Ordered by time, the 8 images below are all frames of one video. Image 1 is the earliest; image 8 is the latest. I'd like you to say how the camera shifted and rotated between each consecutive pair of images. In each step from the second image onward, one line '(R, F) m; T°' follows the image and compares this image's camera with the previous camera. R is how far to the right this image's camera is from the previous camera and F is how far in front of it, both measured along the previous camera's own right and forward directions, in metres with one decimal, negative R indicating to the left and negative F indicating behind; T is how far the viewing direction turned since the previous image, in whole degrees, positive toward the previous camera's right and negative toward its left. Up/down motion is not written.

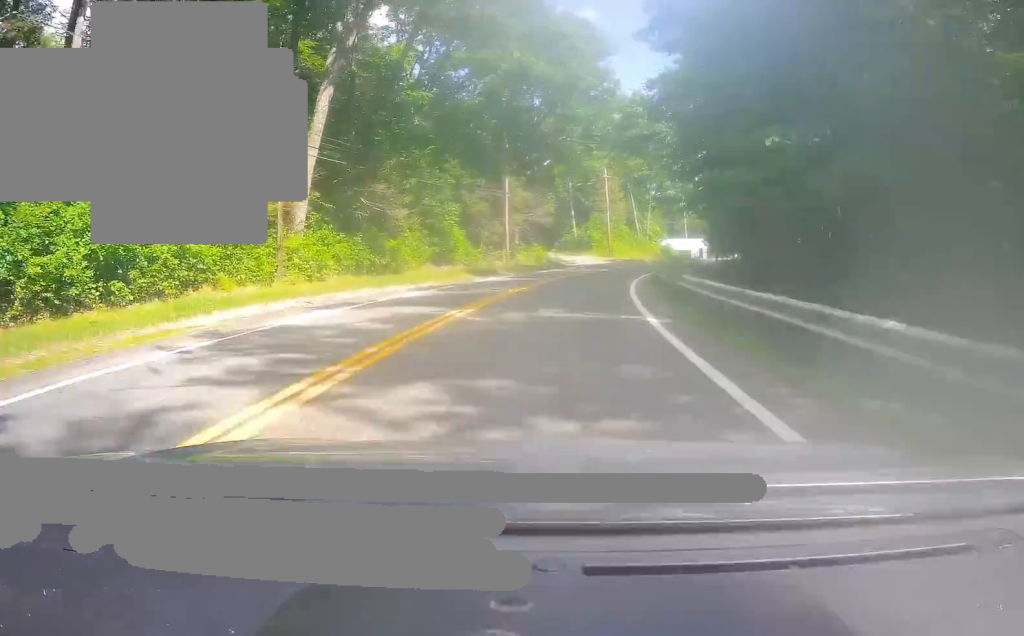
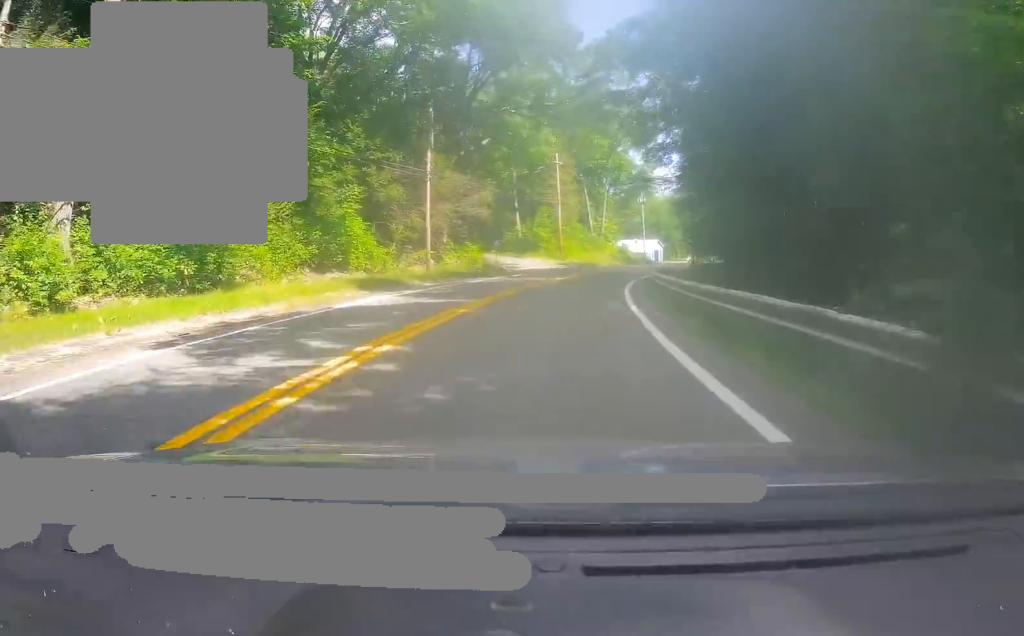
(+0.2, +15.6) m; +3°
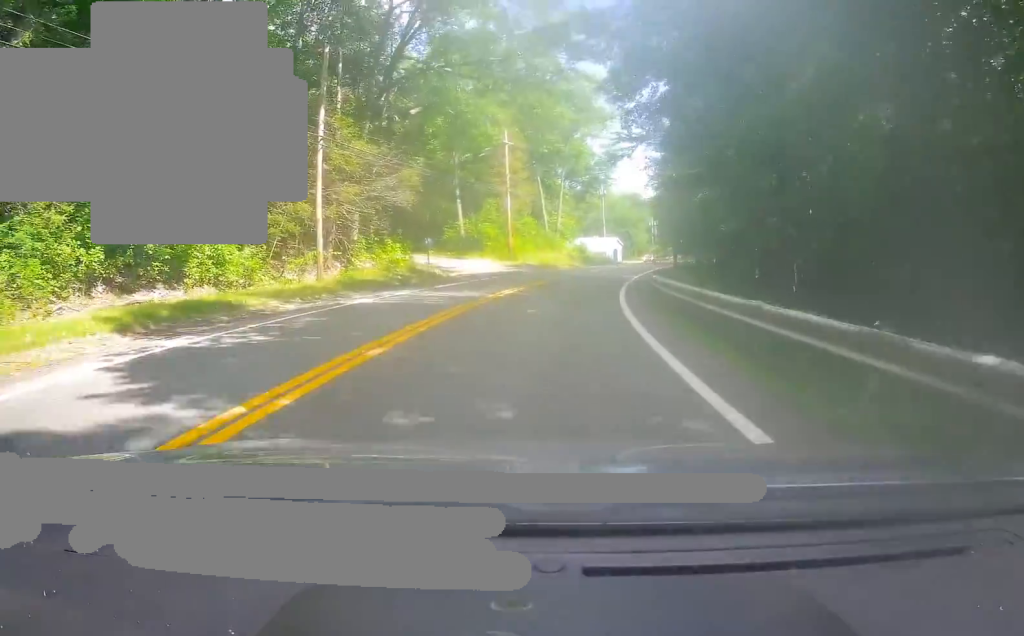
(+0.2, +13.6) m; +3°
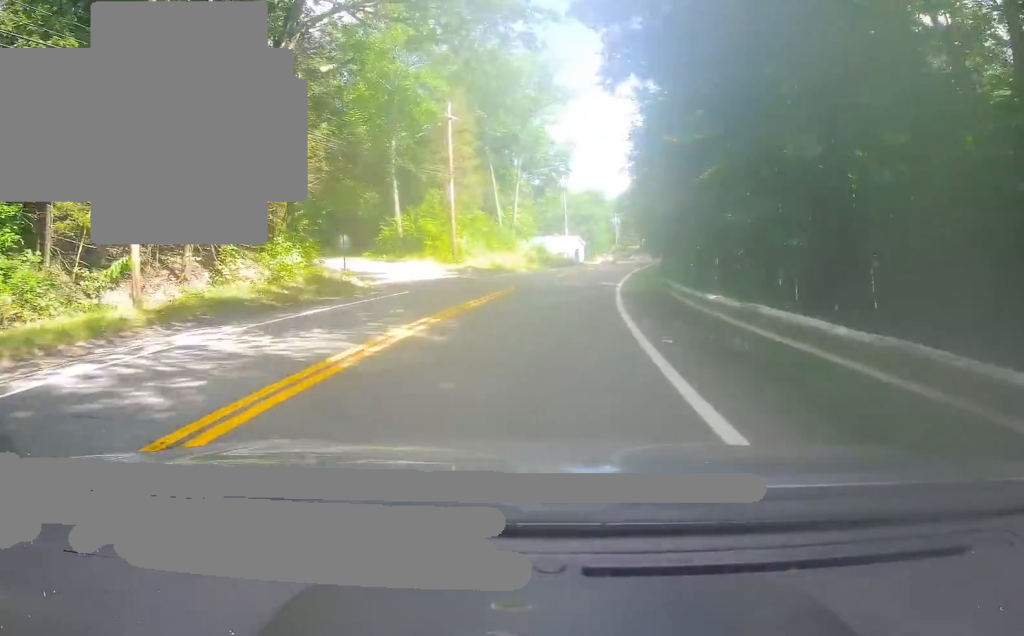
(+0.3, +12.3) m; +3°
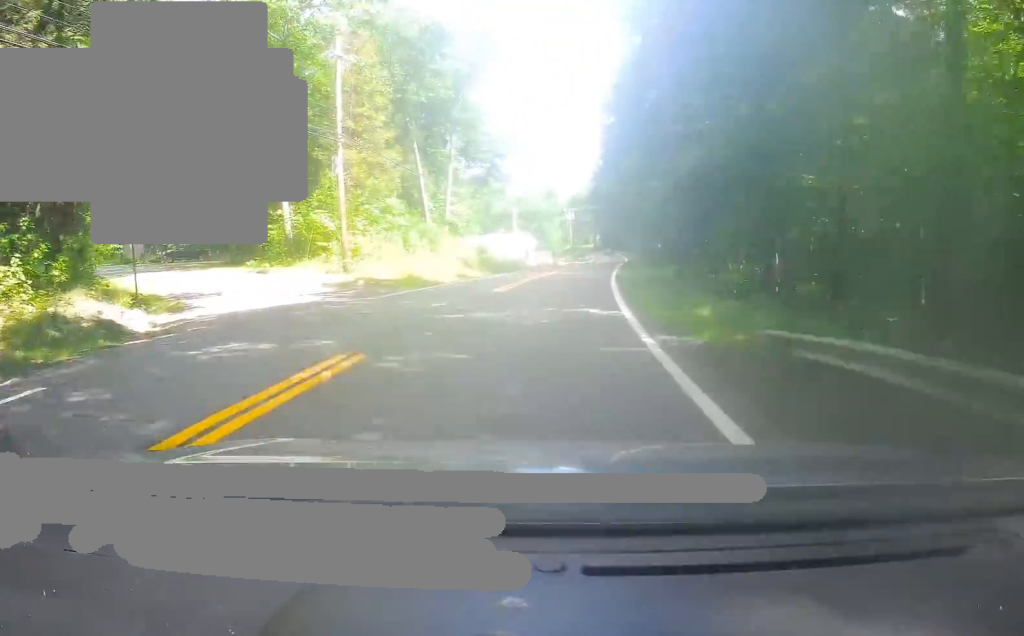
(+0.6, +17.4) m; +4°
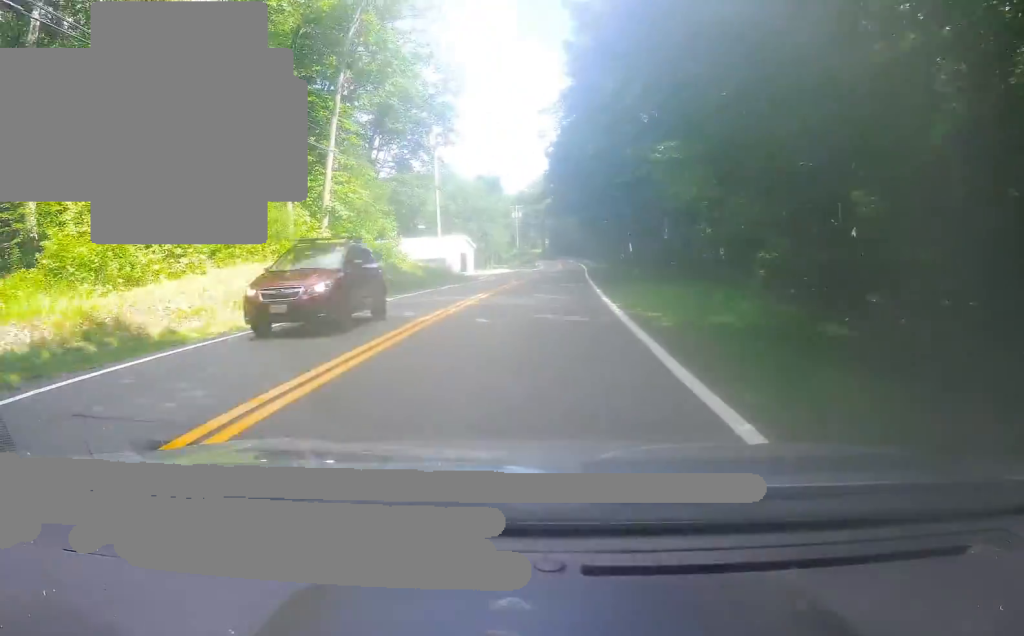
(+1.2, +21.9) m; +7°
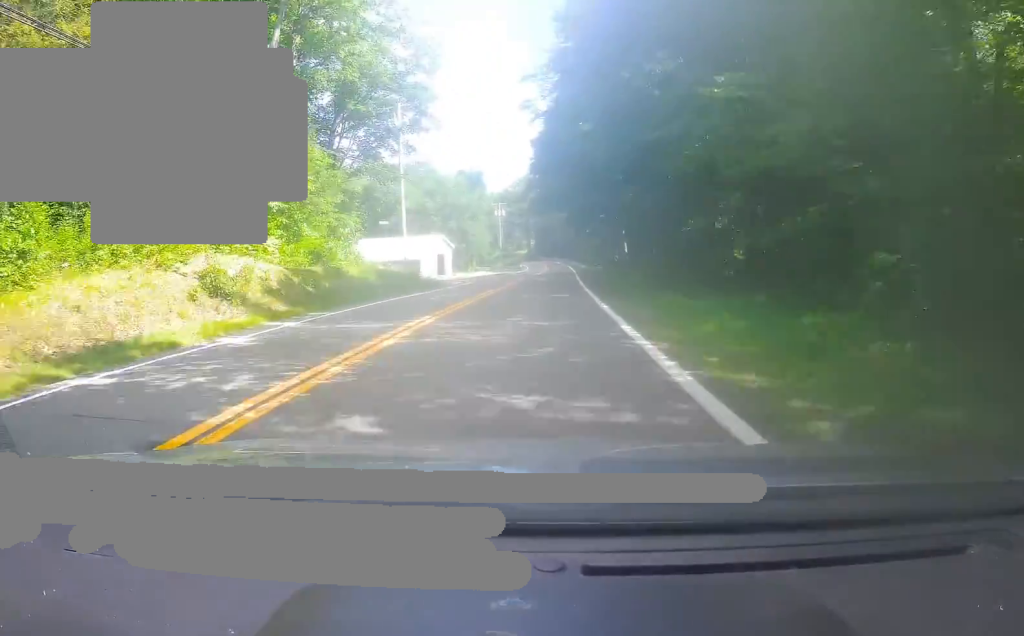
(+0.5, +8.5) m; +1°
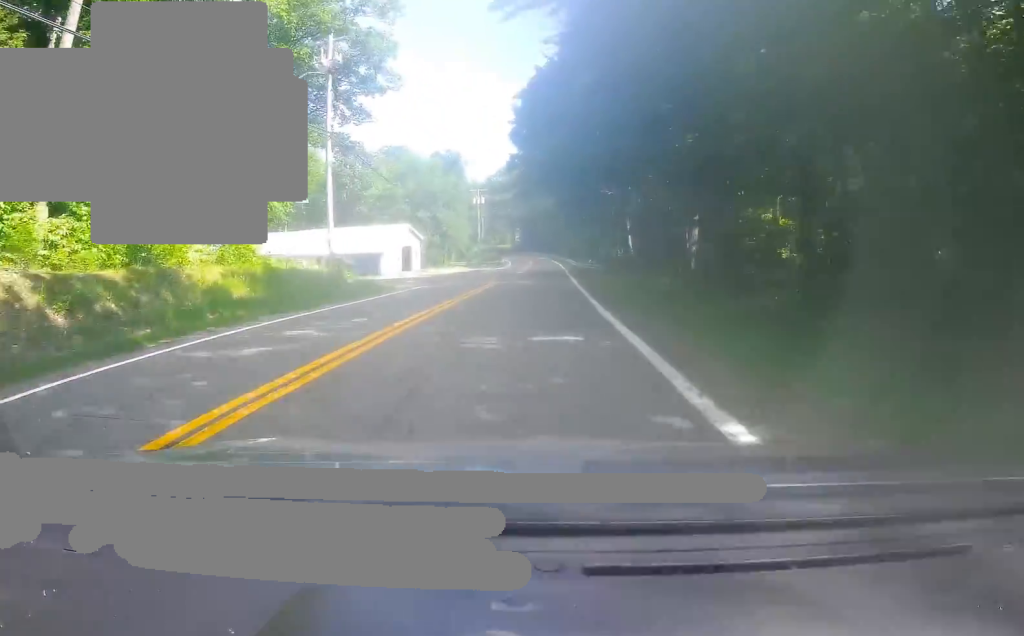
(+0.6, +13.7) m; +1°
